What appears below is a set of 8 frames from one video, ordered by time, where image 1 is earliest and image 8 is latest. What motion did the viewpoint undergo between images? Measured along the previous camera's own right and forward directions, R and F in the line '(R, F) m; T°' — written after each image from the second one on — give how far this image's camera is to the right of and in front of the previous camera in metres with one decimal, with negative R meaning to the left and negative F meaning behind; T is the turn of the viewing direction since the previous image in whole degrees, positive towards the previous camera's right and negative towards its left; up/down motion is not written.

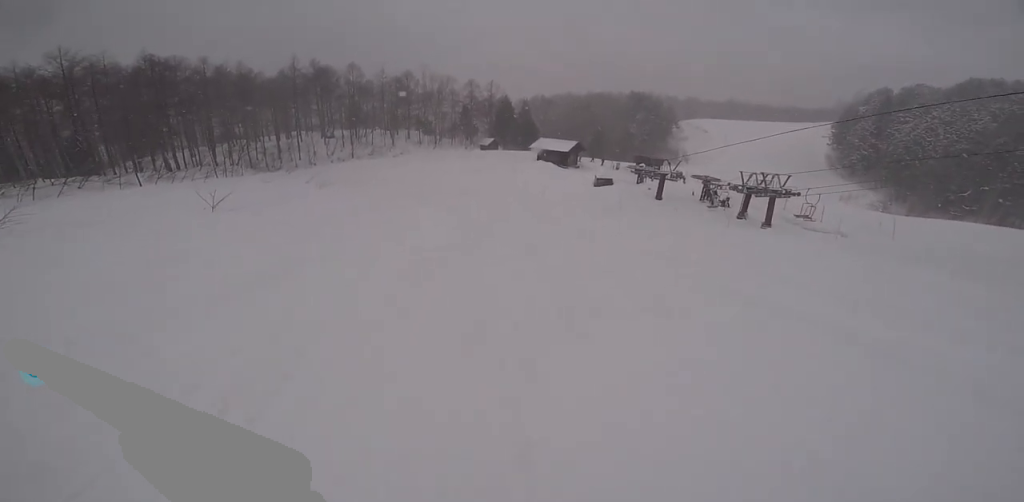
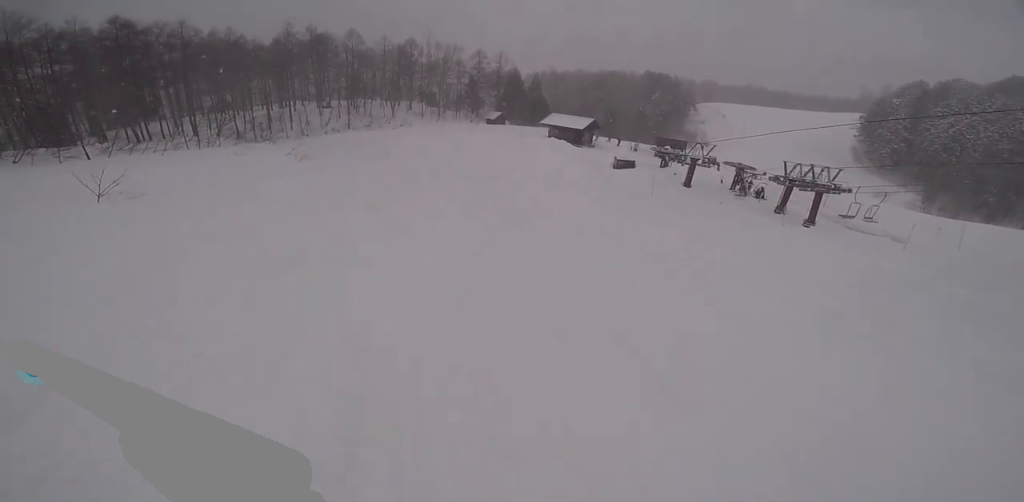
(-0.1, +5.0) m; -4°
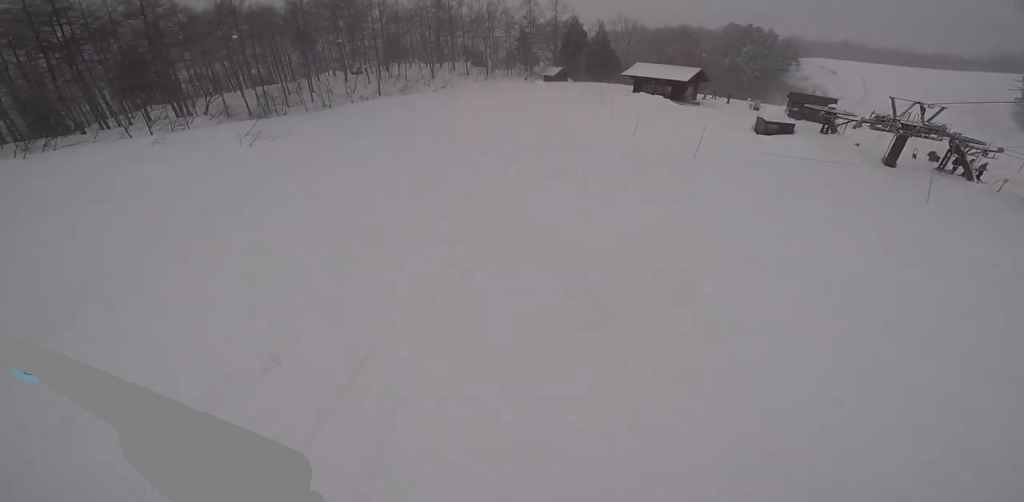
(-0.1, +14.1) m; 0°
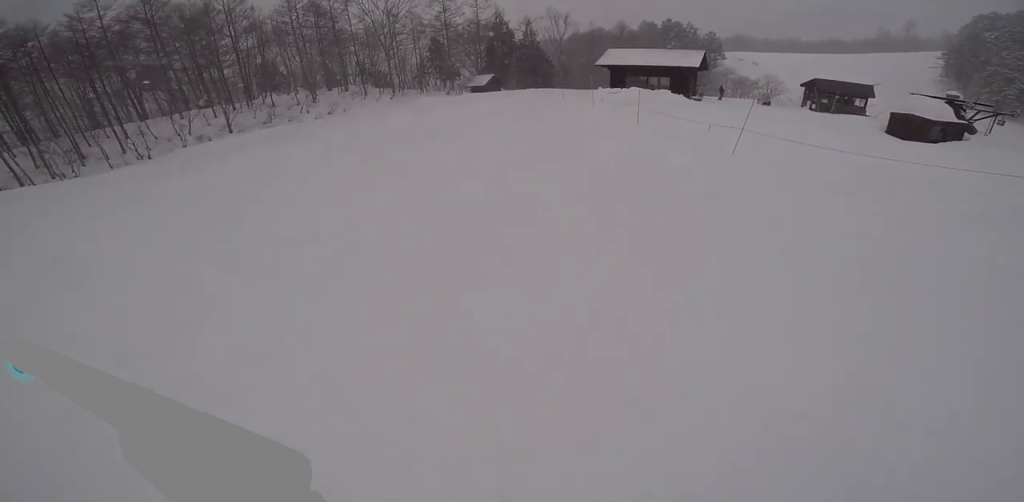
(-0.1, +15.4) m; +1°
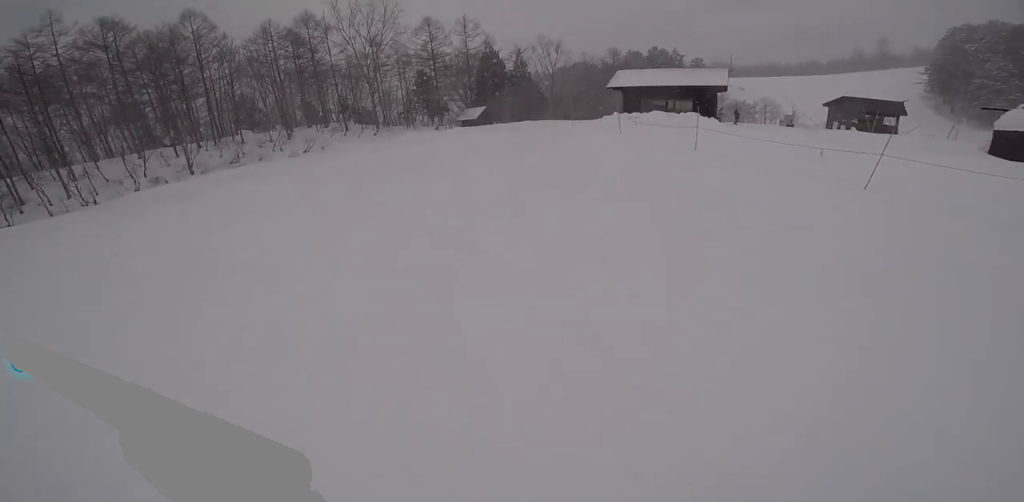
(+0.1, +4.1) m; +1°
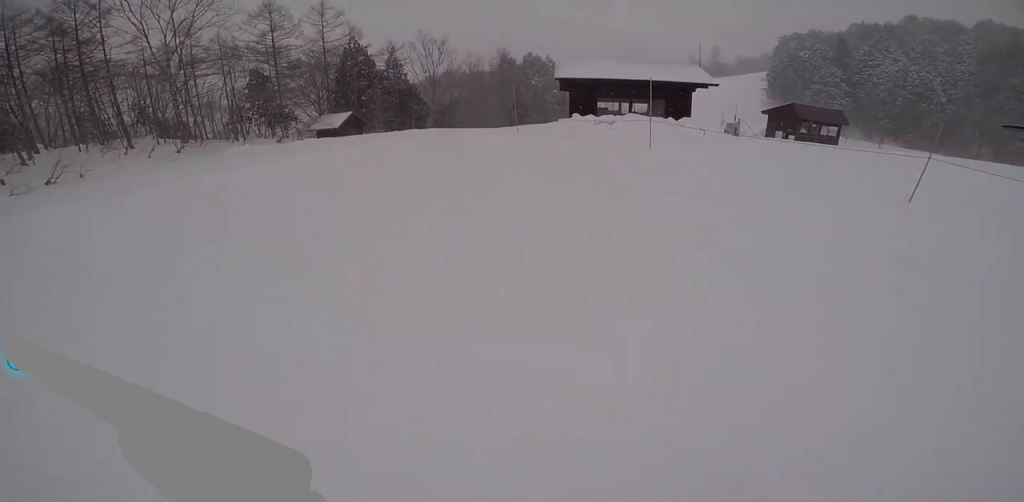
(+0.1, +8.8) m; +13°
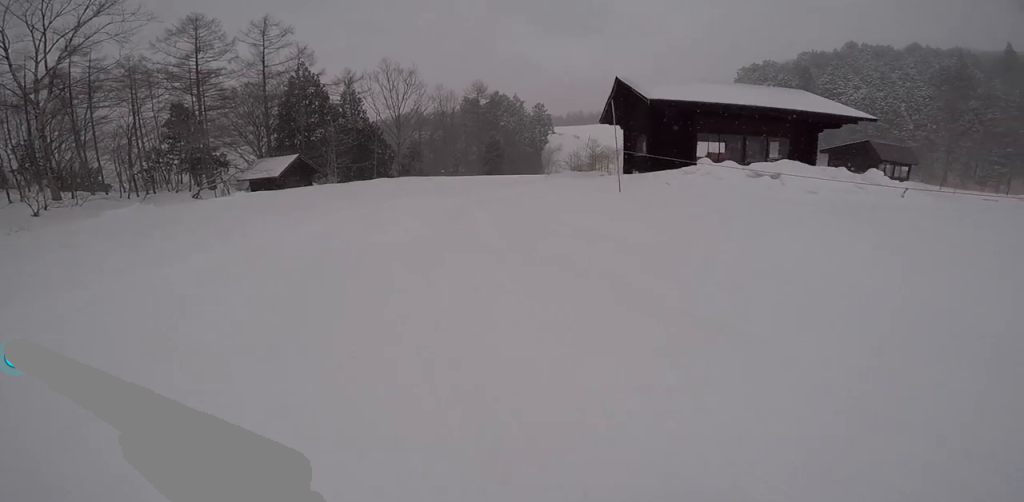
(+1.9, +7.3) m; +18°
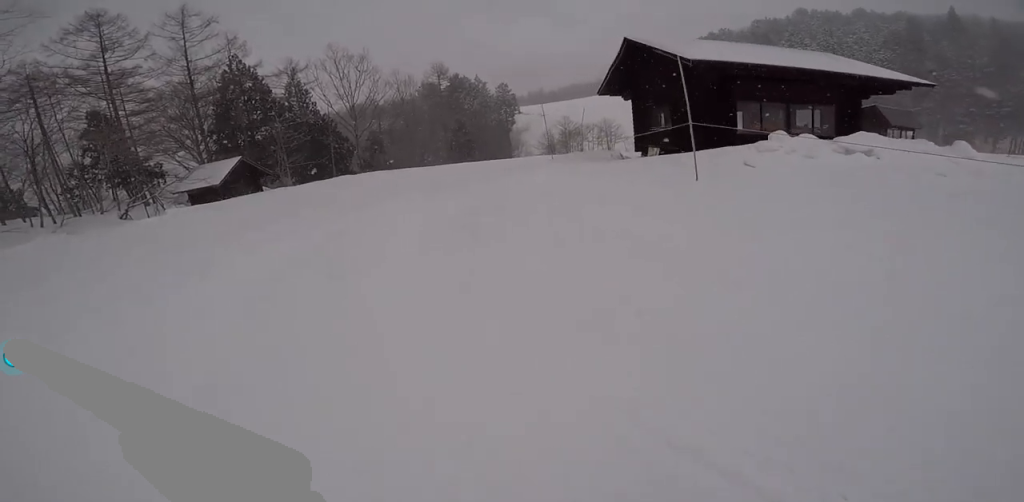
(-0.1, +2.4) m; +6°
